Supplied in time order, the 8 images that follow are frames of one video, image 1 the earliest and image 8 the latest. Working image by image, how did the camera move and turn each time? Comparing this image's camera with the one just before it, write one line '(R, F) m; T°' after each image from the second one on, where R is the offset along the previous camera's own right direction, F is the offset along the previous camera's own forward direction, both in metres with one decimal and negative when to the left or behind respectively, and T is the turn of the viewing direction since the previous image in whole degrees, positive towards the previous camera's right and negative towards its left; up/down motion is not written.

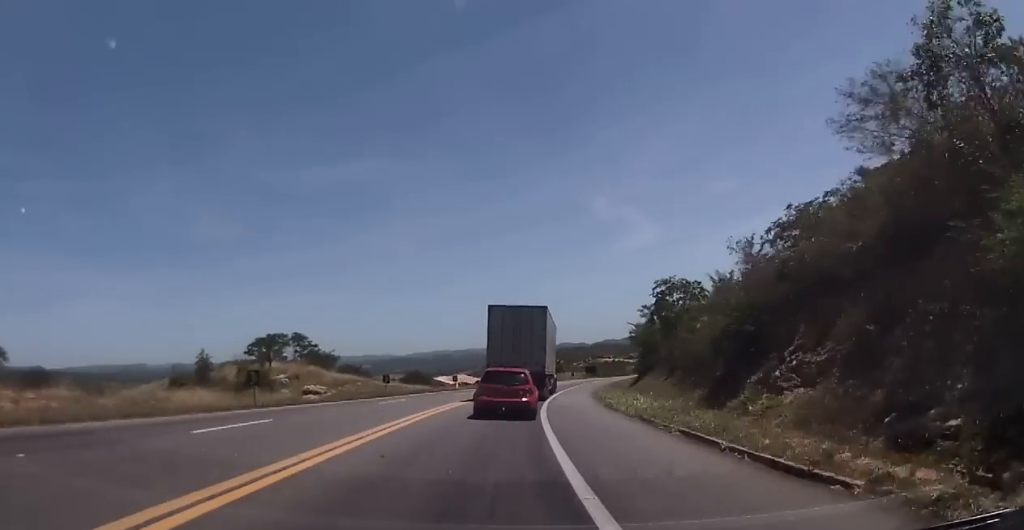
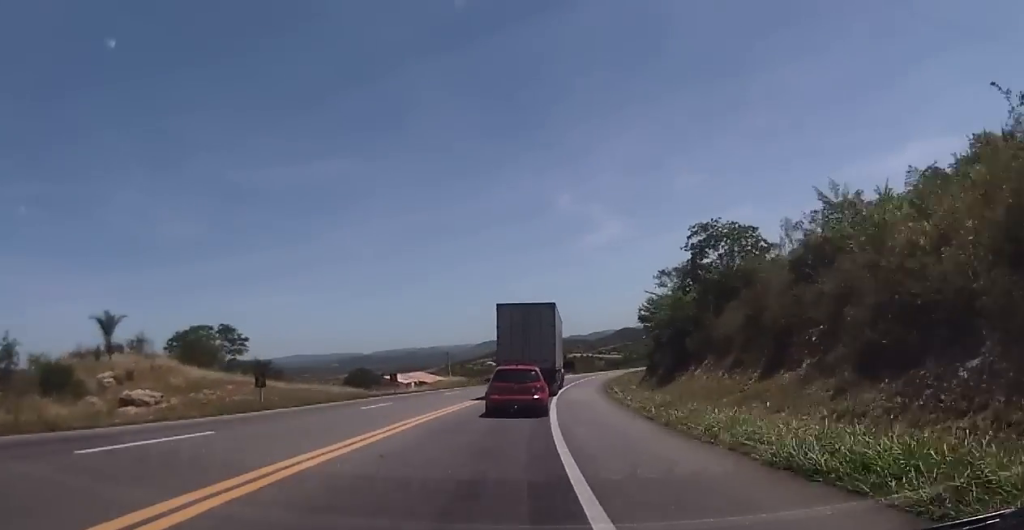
(+0.9, +19.9) m; +4°
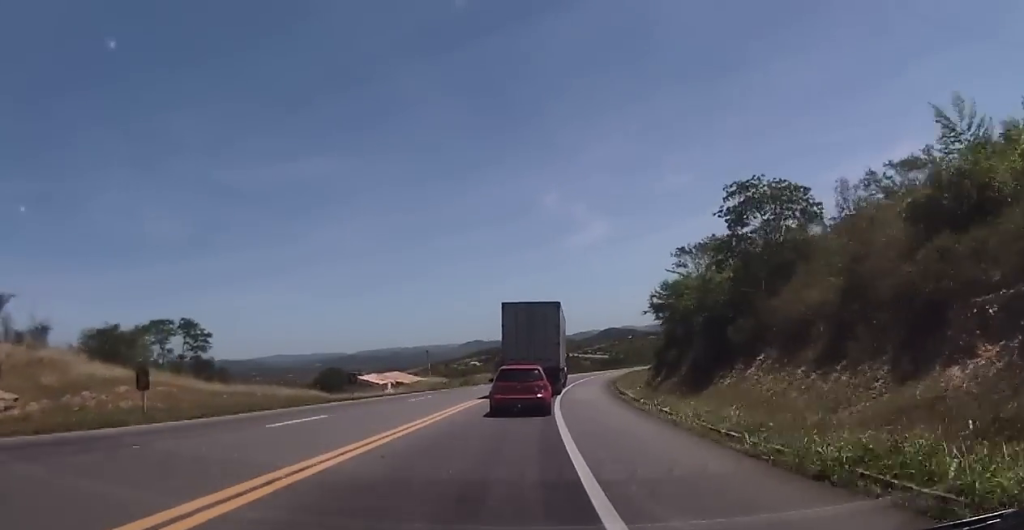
(+0.2, +8.8) m; +1°
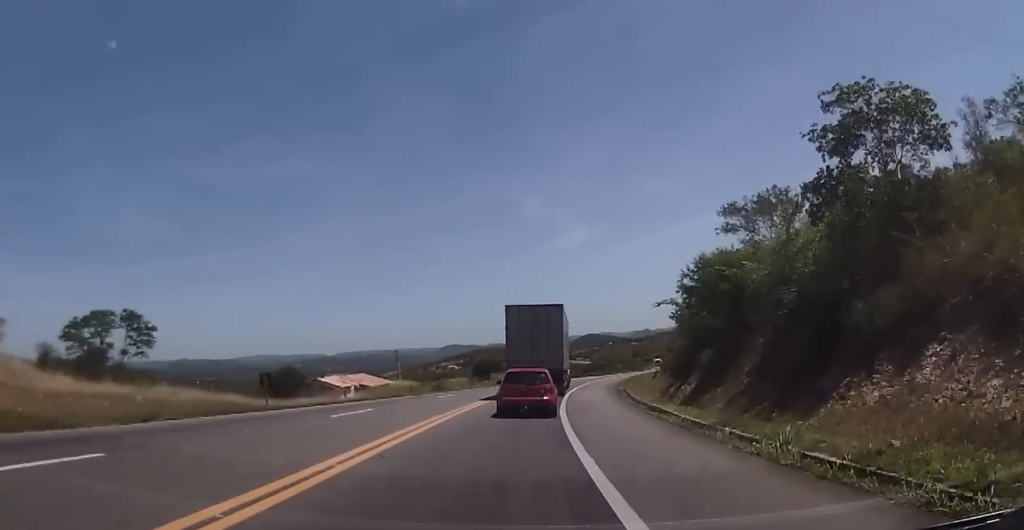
(+0.1, +11.3) m; +1°
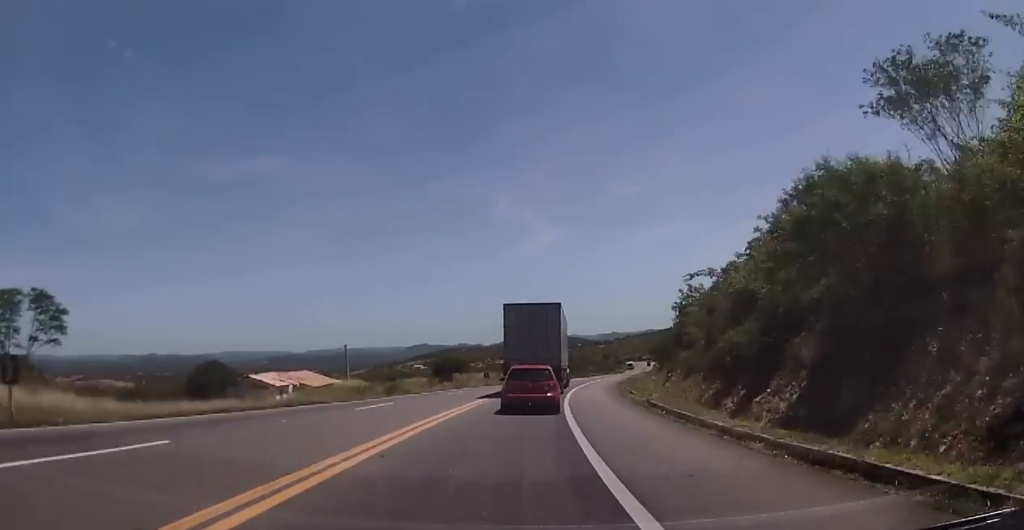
(0.0, +13.8) m; +1°
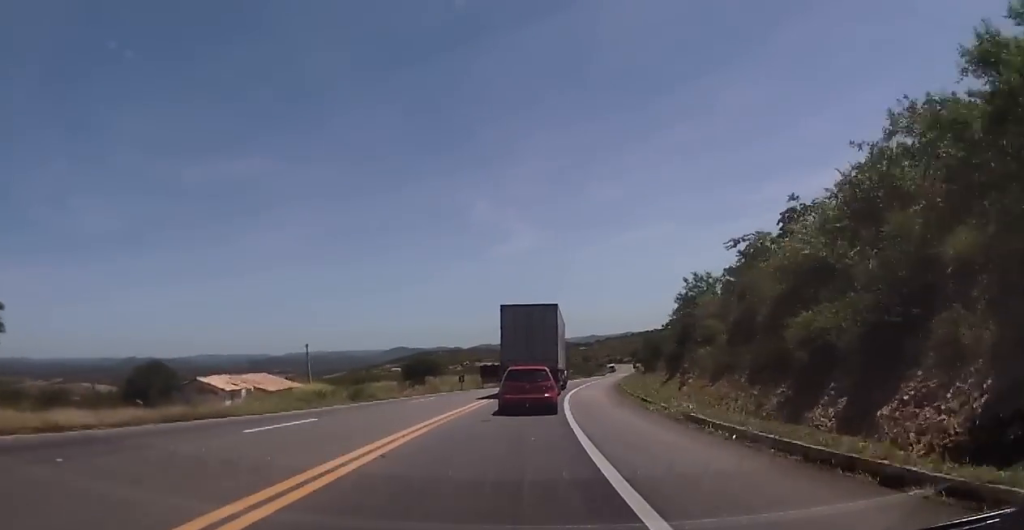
(0.0, +8.3) m; +2°
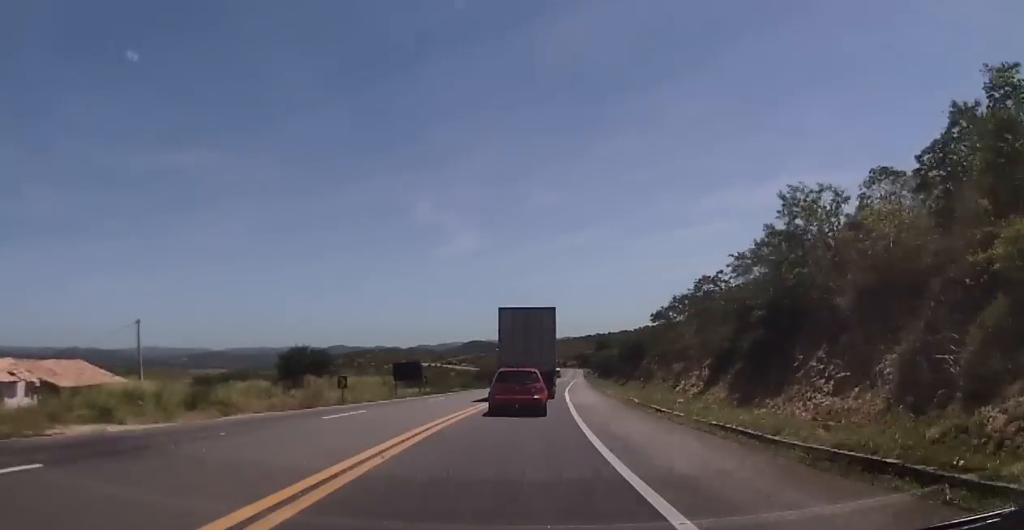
(+1.5, +27.1) m; +6°
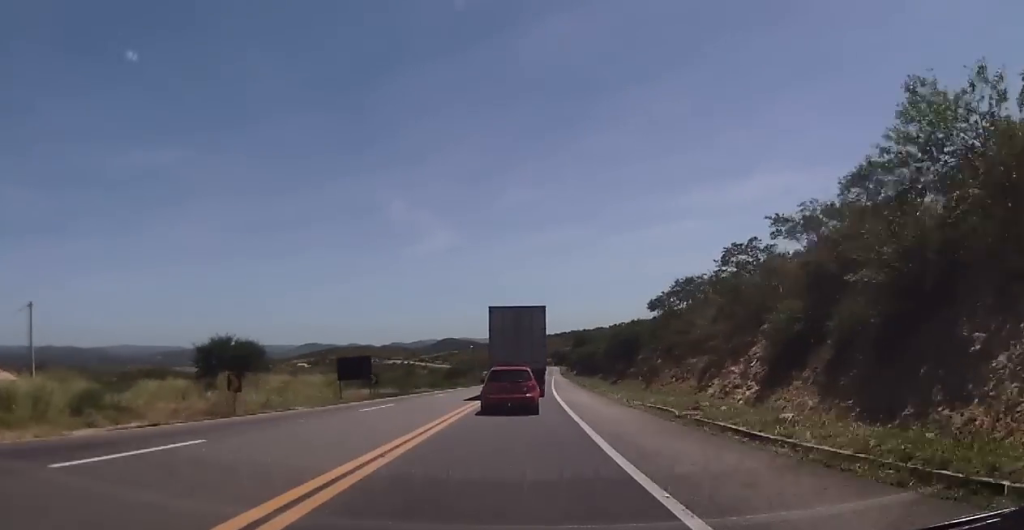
(+0.2, +11.1) m; +1°
